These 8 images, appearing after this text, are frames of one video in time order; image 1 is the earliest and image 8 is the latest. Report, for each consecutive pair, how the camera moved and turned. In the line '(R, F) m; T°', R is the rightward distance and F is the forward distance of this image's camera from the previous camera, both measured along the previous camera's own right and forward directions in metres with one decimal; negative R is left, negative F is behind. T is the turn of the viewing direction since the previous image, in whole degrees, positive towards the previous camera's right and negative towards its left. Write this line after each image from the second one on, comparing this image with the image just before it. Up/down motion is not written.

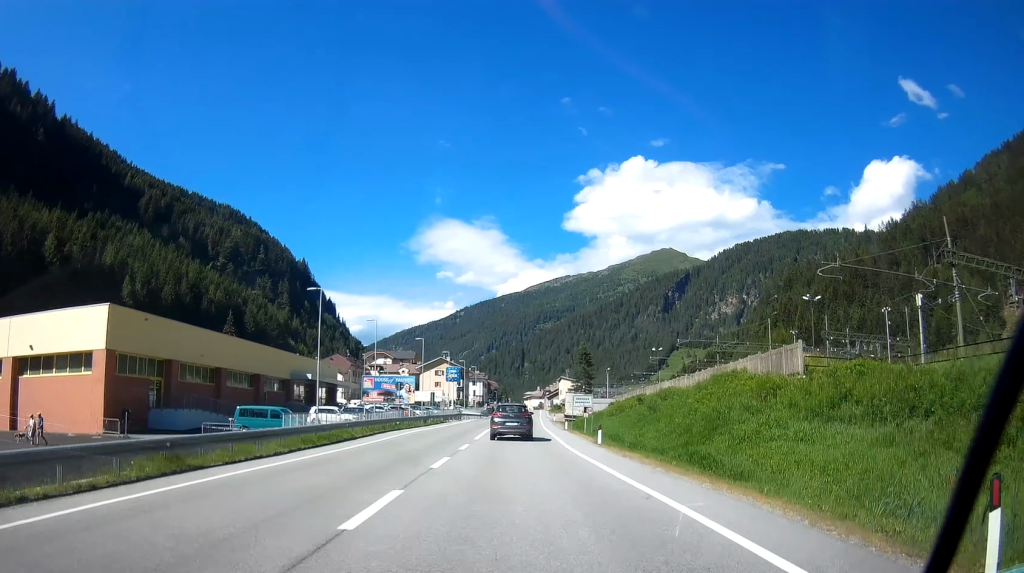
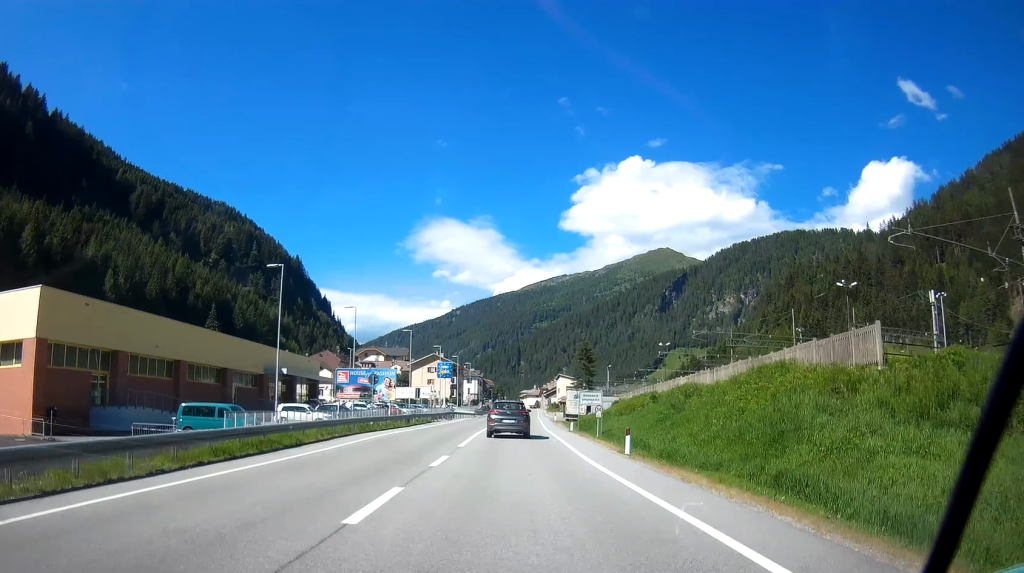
(0.0, +7.6) m; 0°
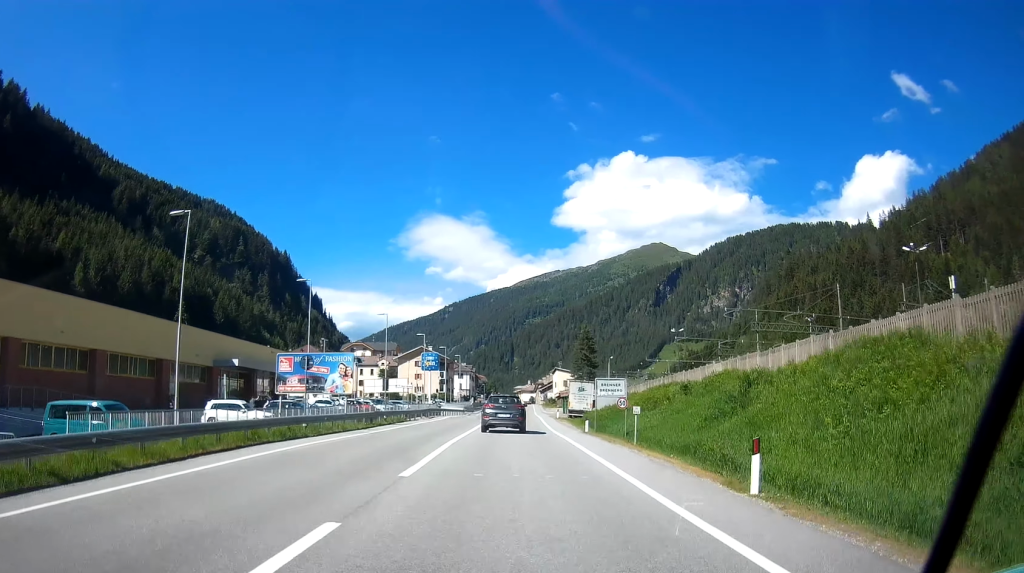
(+0.1, +11.6) m; 0°
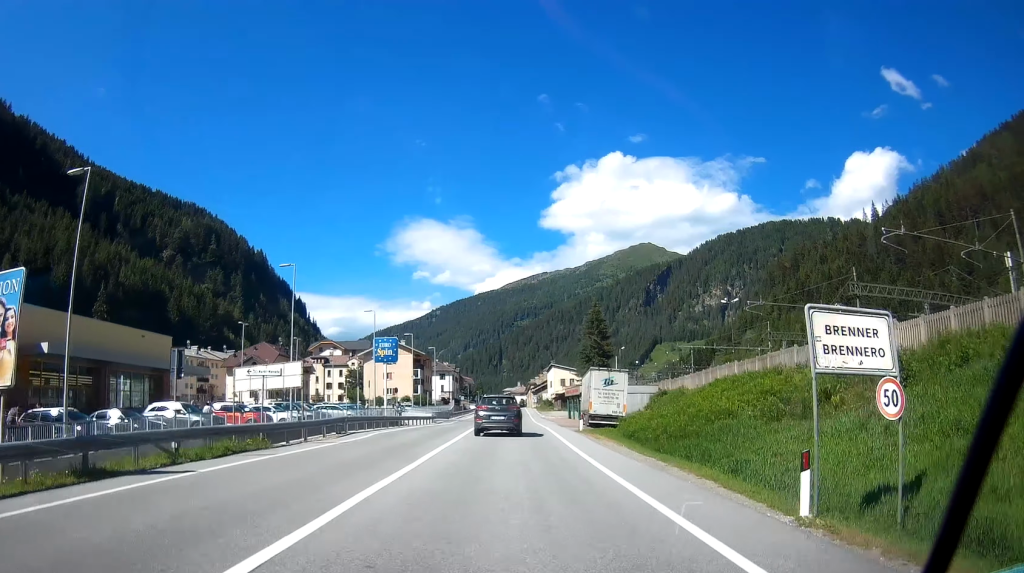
(+0.4, +26.4) m; +3°
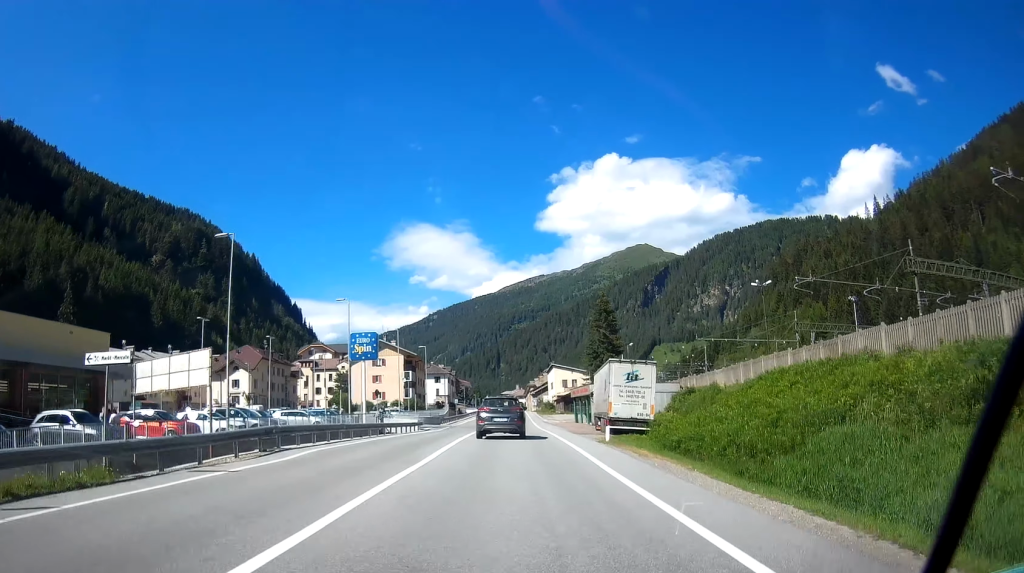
(+0.1, +9.4) m; 0°
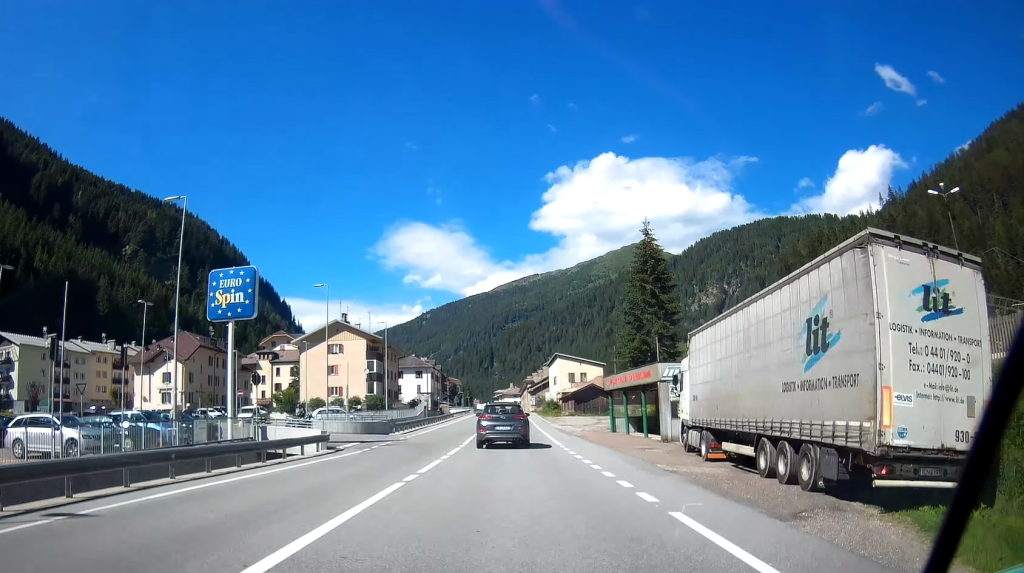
(-0.6, +28.2) m; -1°
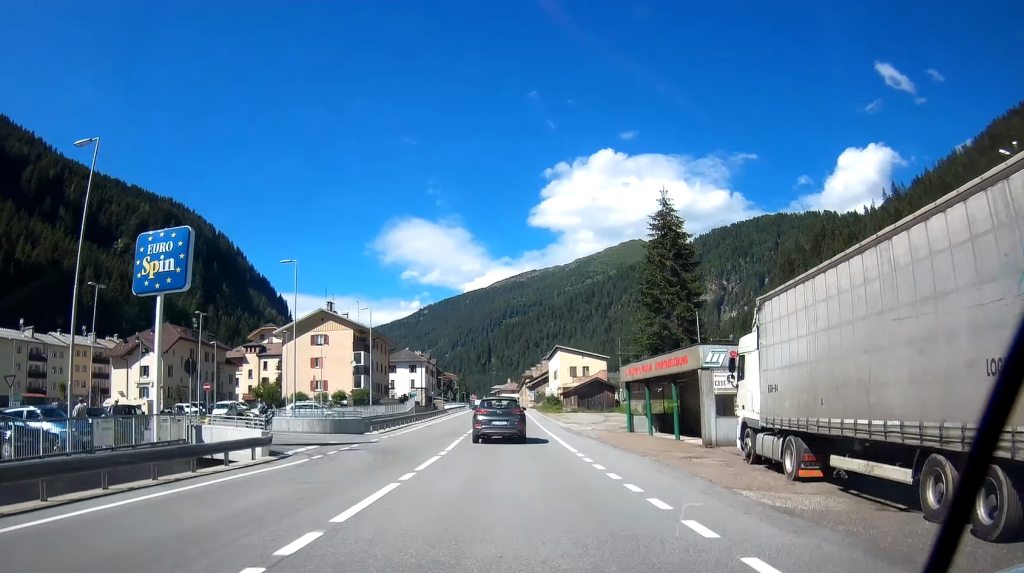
(+0.1, +7.0) m; +1°
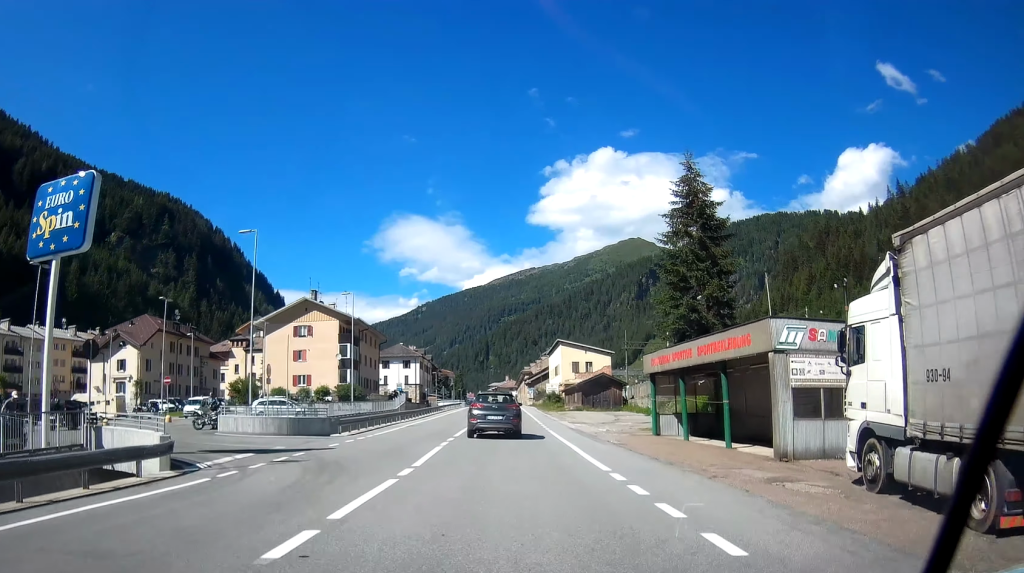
(+0.1, +7.0) m; +1°
